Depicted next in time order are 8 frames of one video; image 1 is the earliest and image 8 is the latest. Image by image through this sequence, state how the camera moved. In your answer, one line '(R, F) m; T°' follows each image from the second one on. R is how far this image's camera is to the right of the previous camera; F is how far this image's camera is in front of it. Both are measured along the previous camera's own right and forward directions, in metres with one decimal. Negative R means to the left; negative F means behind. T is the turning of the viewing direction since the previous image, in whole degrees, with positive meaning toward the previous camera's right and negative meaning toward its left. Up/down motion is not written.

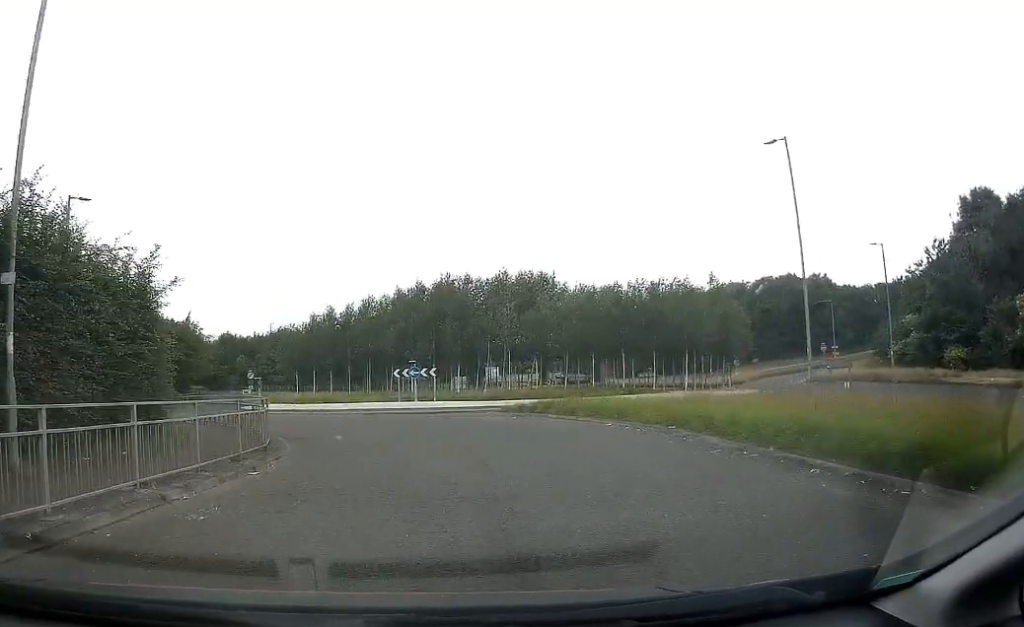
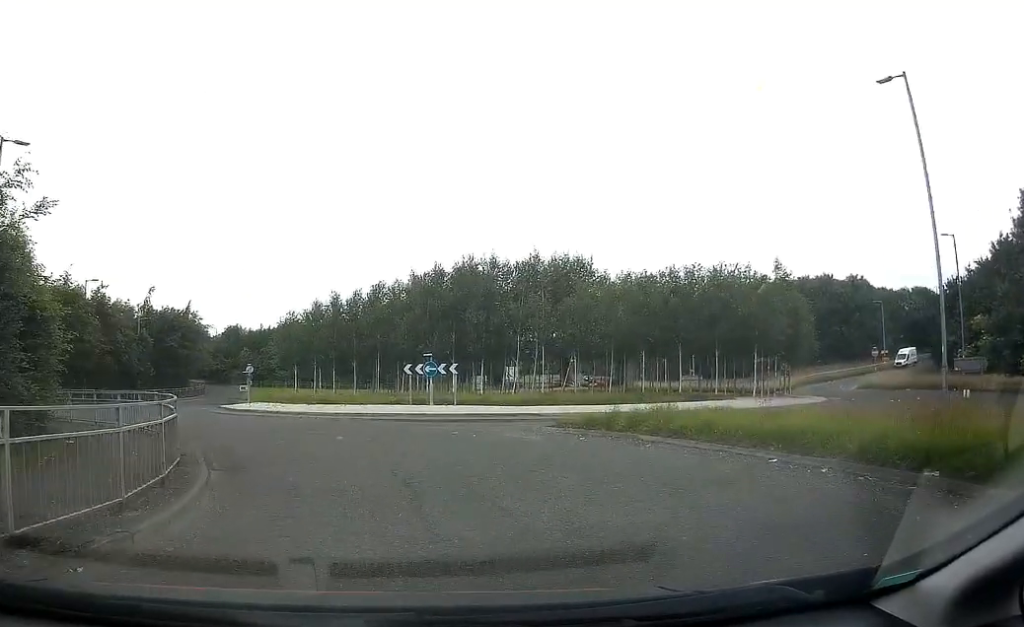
(-0.3, +7.8) m; -5°
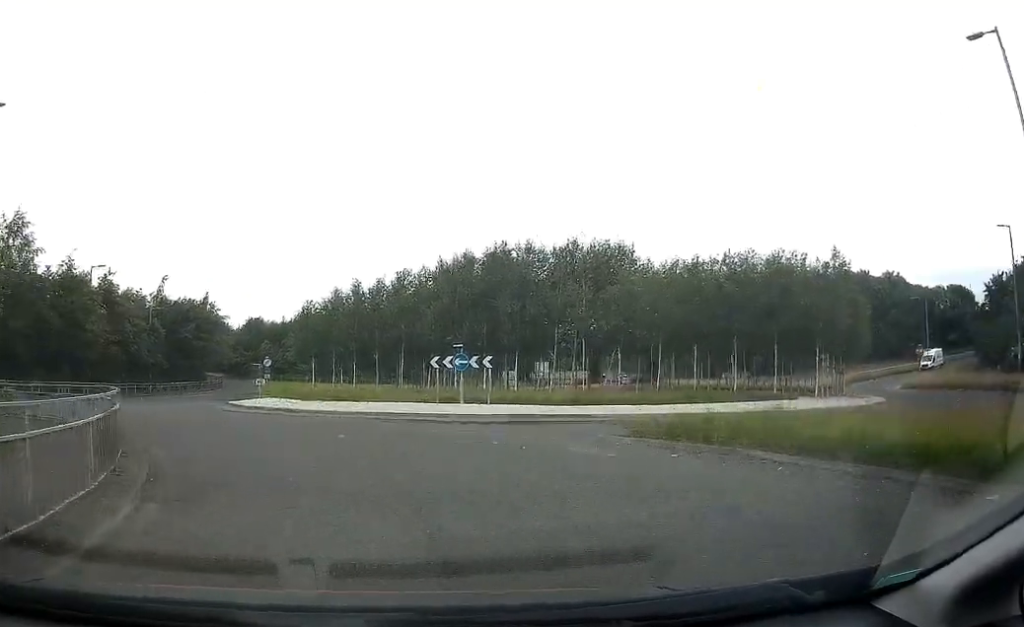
(-0.2, +4.2) m; -4°
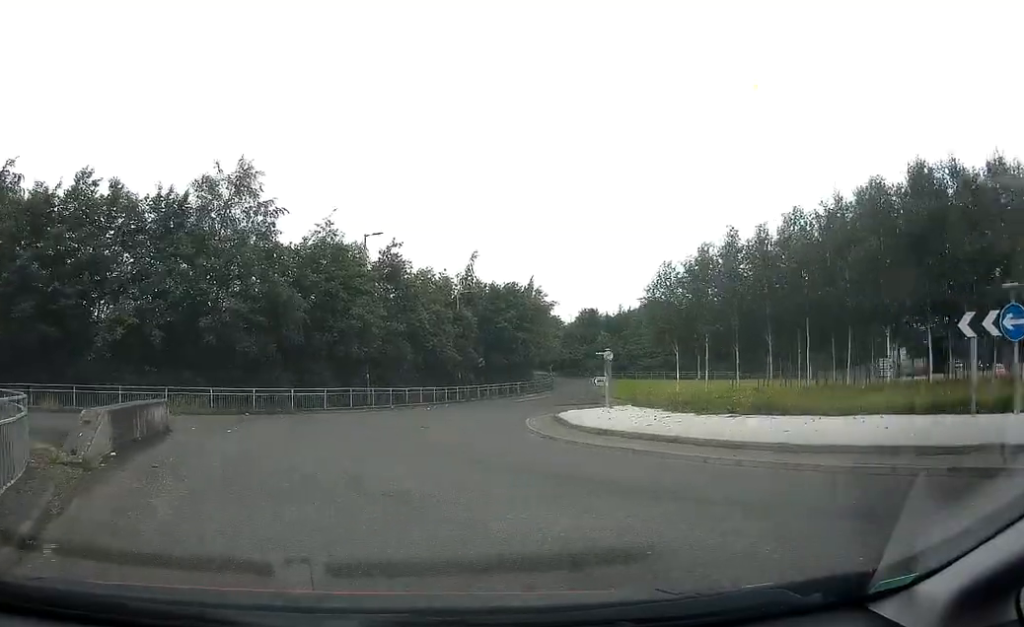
(-2.6, +15.7) m; -18°
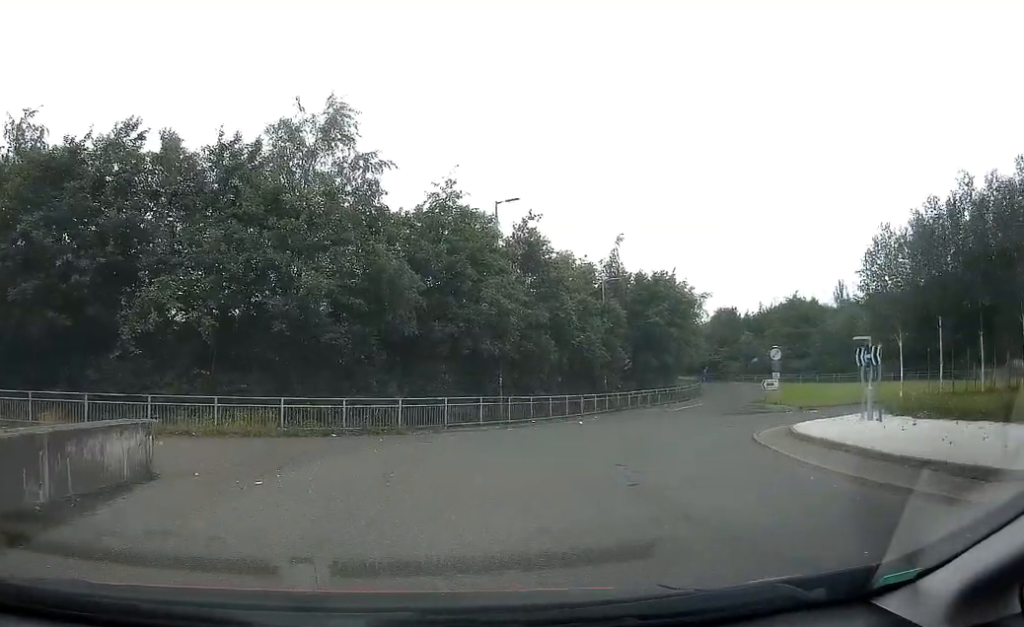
(-0.7, +10.3) m; -4°
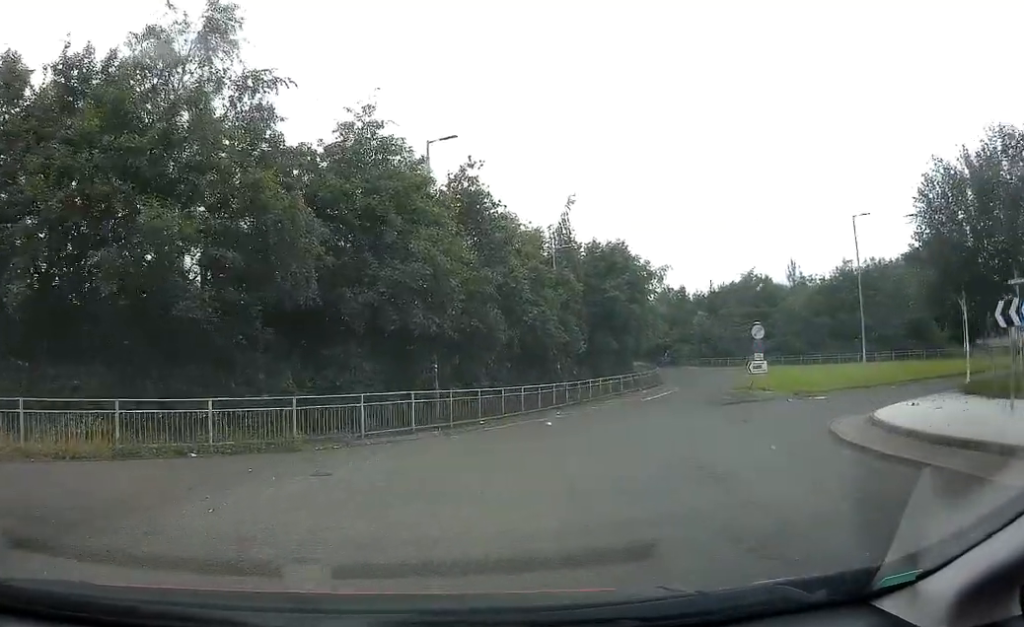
(0.0, +7.8) m; +4°
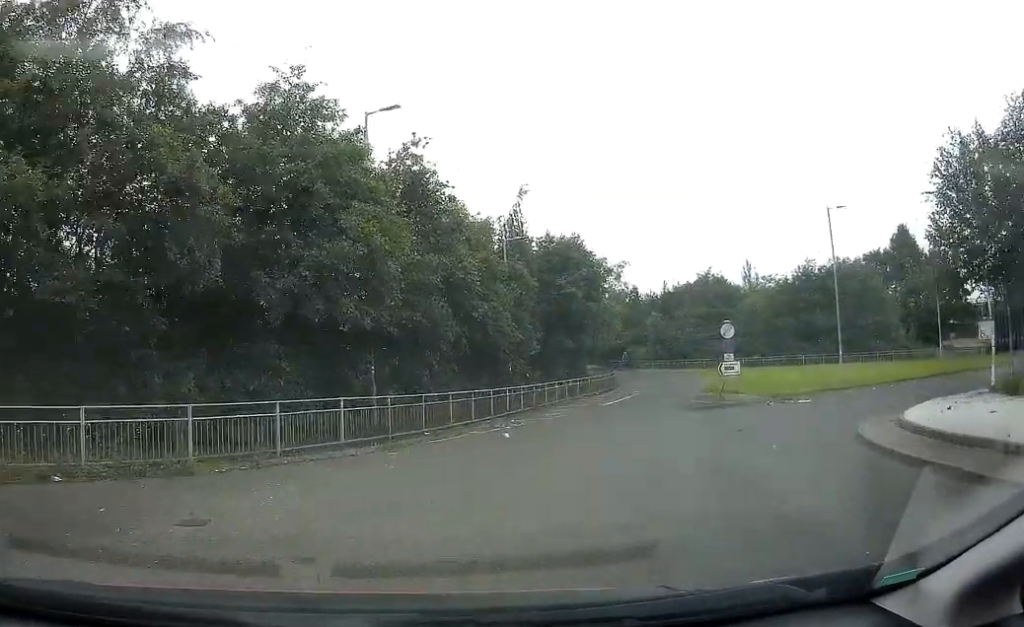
(0.0, +3.5) m; +4°
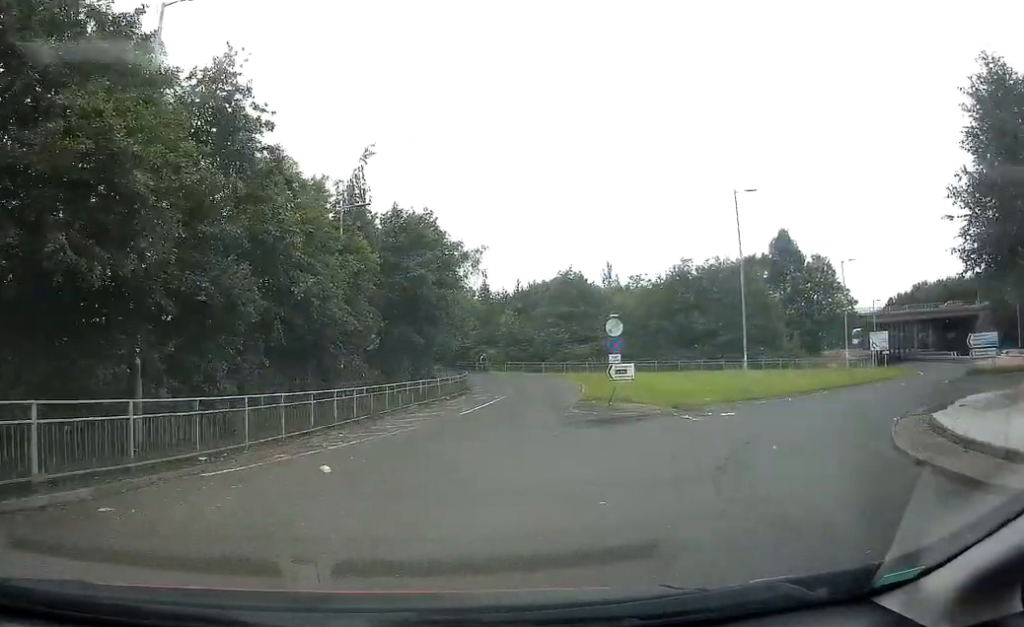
(+0.6, +6.7) m; +13°
